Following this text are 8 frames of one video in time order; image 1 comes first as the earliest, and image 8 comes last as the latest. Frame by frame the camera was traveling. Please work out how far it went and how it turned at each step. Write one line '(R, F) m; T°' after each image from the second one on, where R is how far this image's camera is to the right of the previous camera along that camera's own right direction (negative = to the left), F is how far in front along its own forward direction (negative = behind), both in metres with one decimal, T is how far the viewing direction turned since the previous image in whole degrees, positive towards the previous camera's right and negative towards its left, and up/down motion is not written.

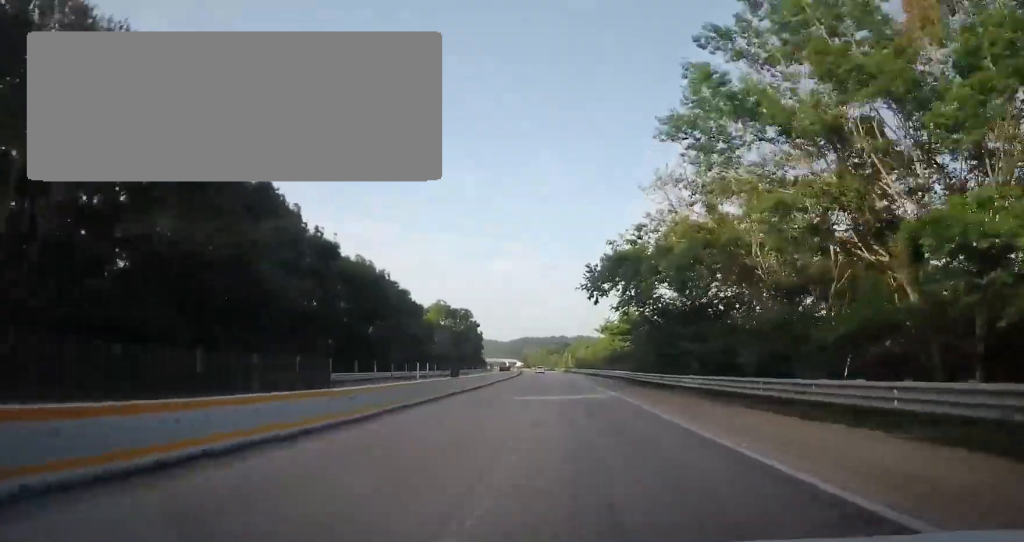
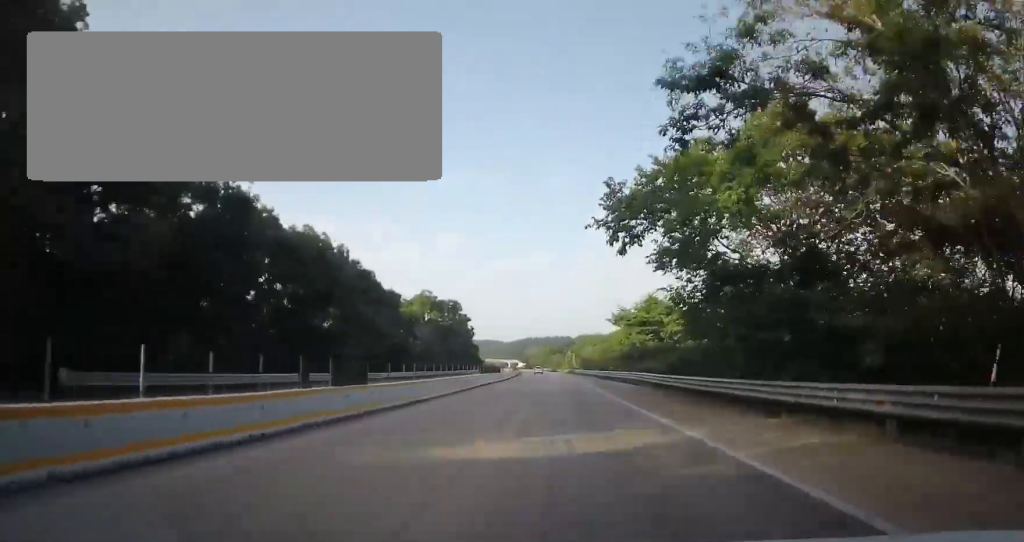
(-0.2, +16.8) m; -1°
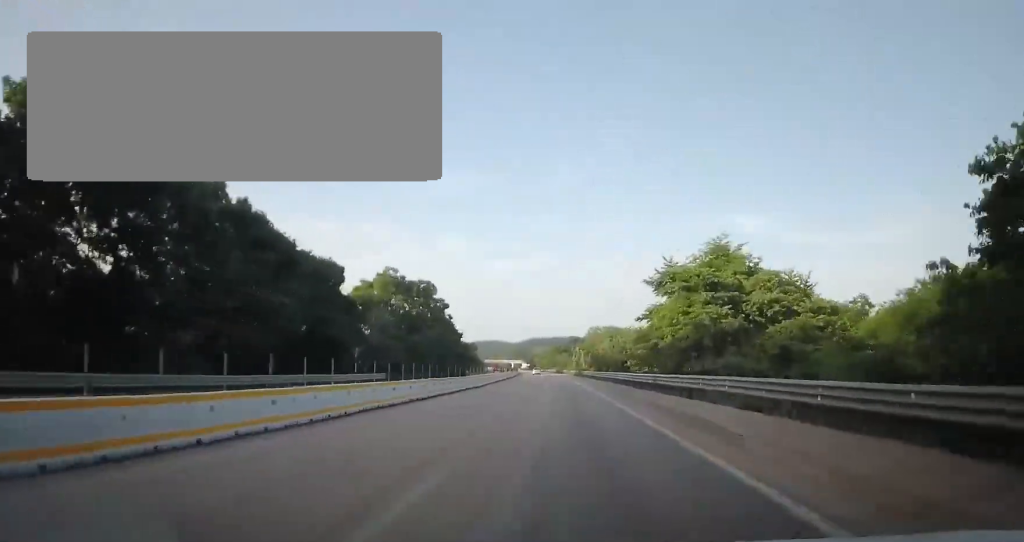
(-0.4, +26.1) m; -1°
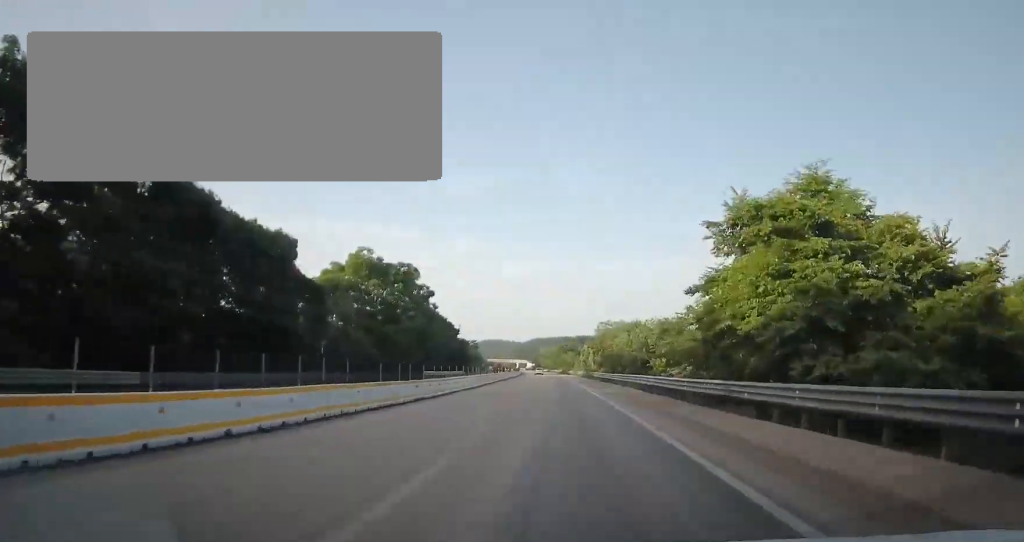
(-0.1, +14.0) m; 0°
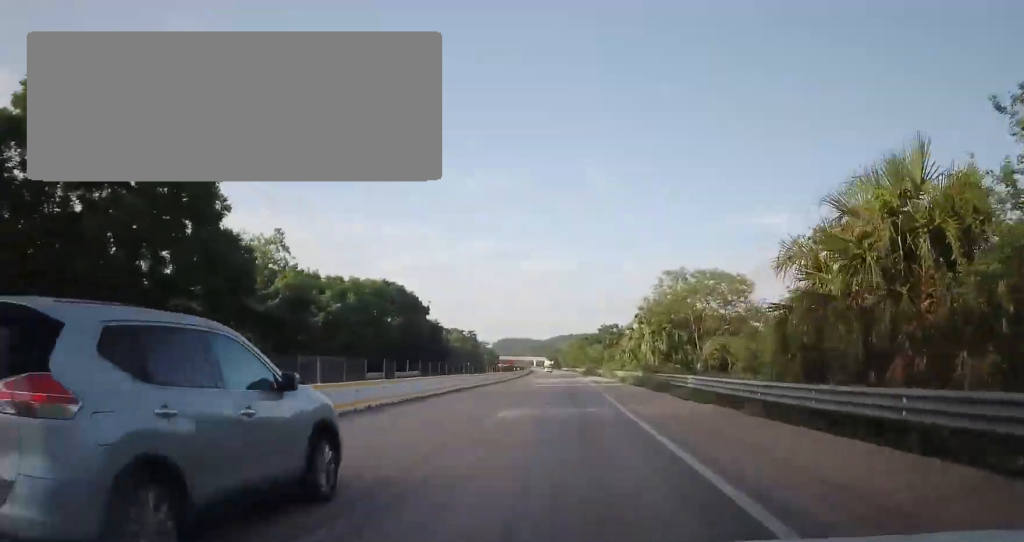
(-1.1, +50.5) m; -2°
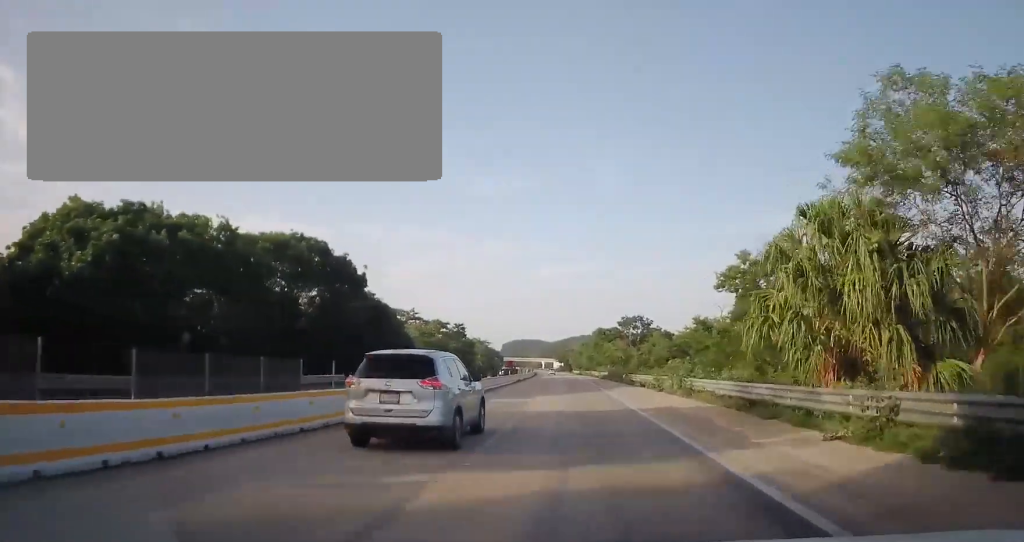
(+0.2, +35.1) m; 0°
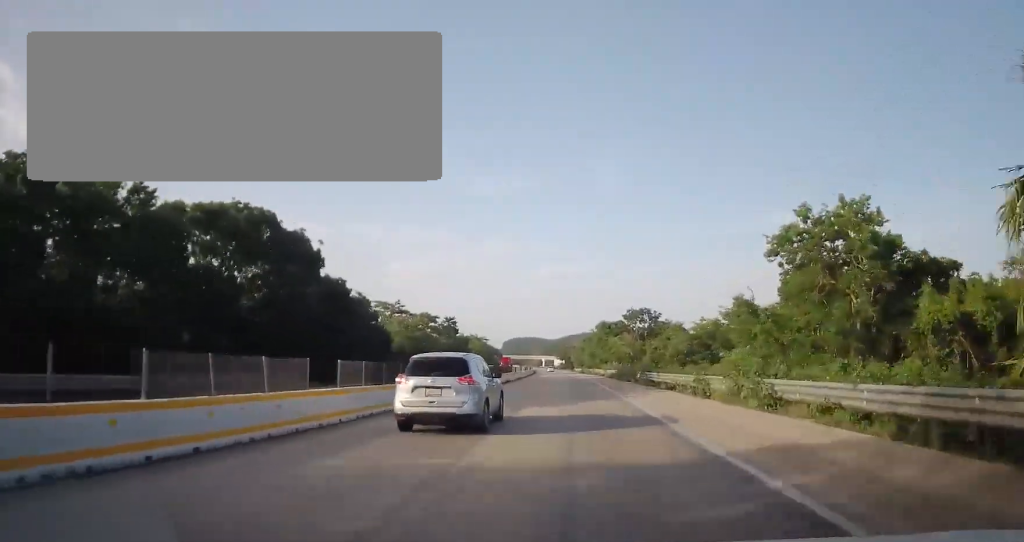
(-0.2, +11.6) m; 0°
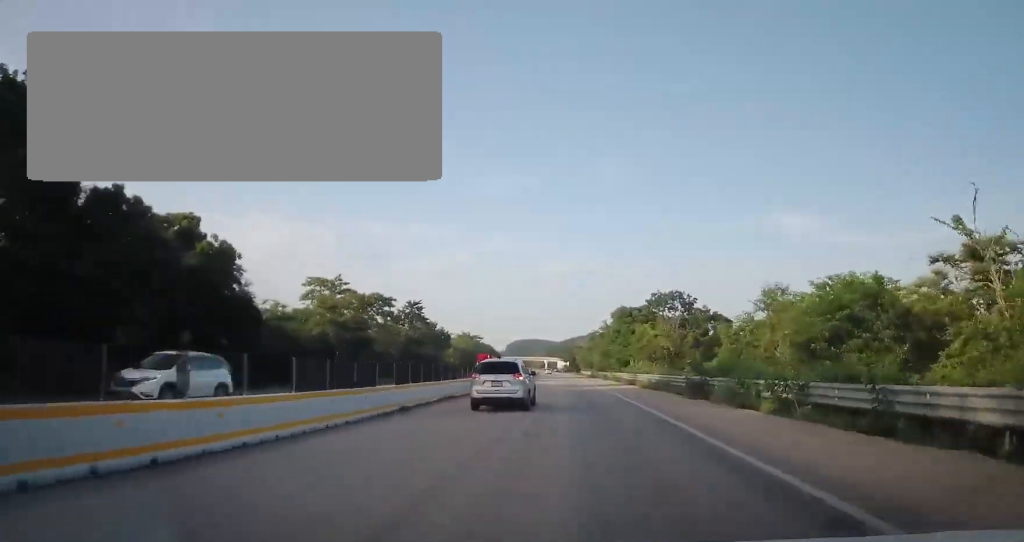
(-0.2, +32.5) m; 0°
